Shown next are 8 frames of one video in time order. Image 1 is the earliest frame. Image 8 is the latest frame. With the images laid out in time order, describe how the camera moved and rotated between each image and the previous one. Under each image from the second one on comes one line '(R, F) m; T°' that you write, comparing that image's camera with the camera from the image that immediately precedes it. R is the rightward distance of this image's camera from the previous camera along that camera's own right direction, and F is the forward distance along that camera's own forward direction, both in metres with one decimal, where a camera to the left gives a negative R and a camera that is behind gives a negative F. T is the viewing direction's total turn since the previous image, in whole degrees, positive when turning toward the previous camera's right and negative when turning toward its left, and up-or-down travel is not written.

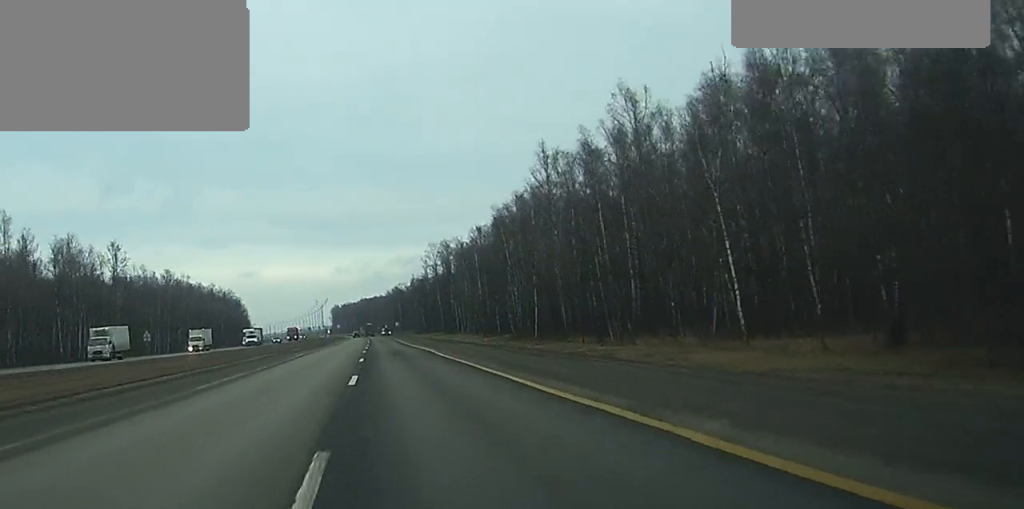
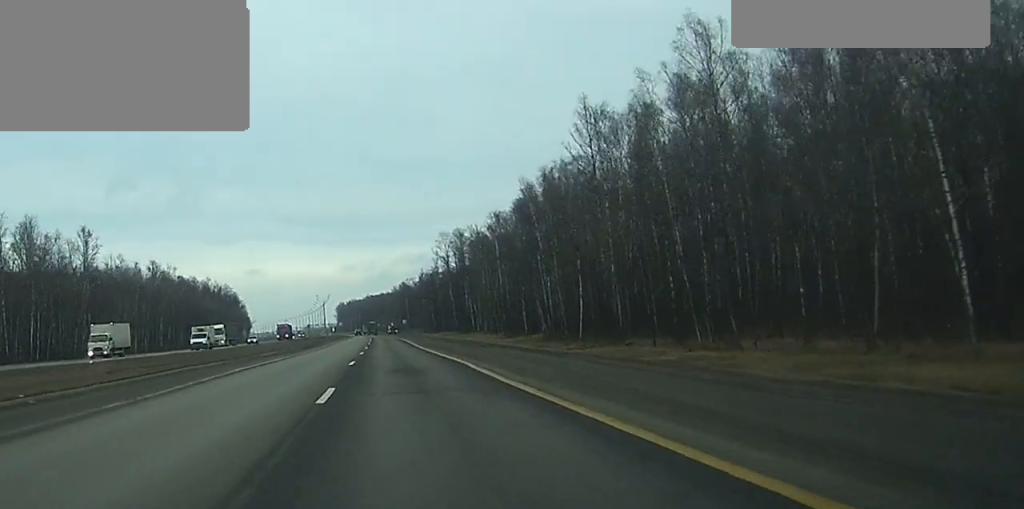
(0.0, +22.0) m; 0°
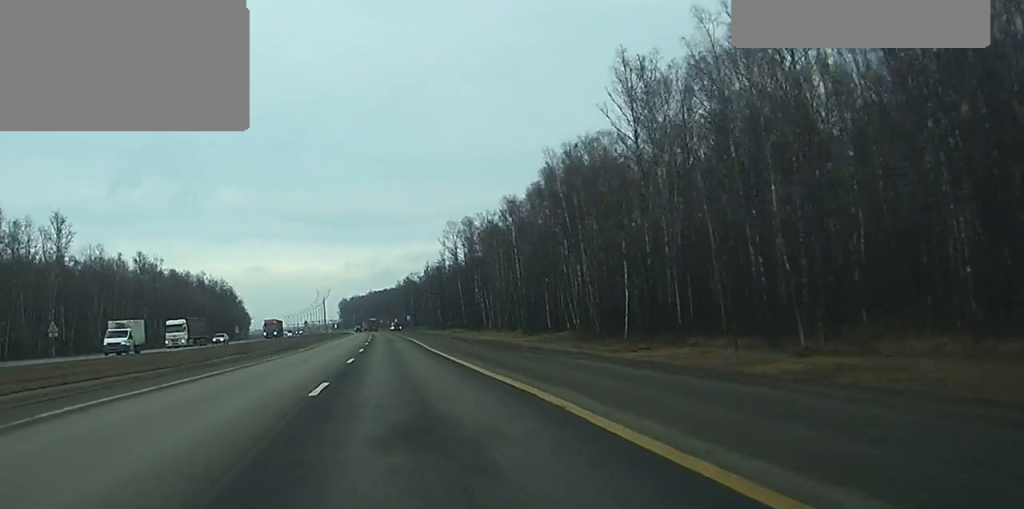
(-0.1, +15.1) m; 0°
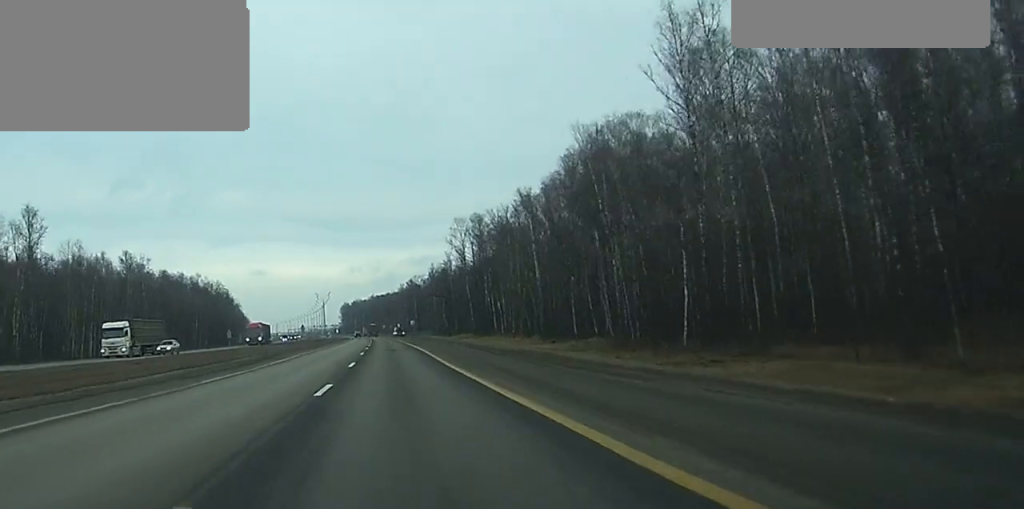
(0.0, +13.4) m; 0°
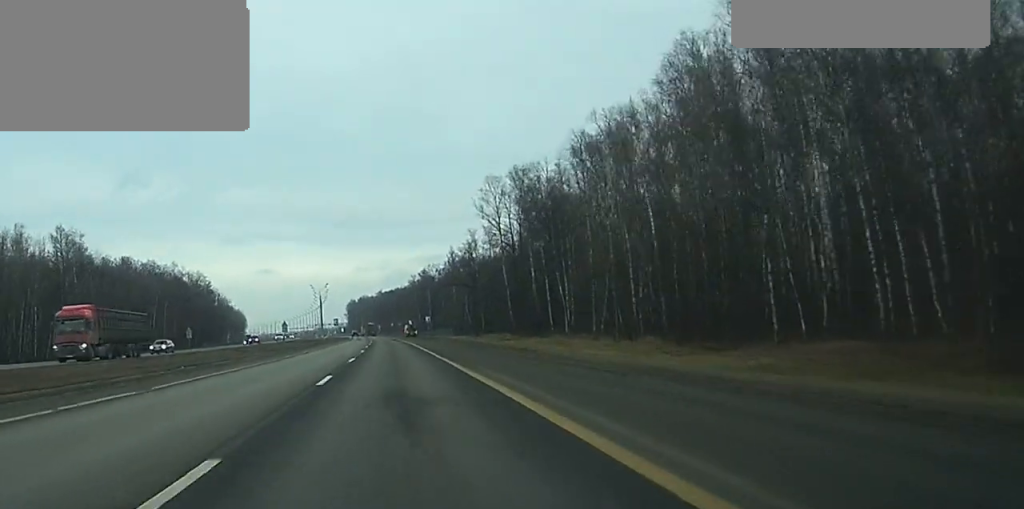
(-0.3, +46.1) m; -1°
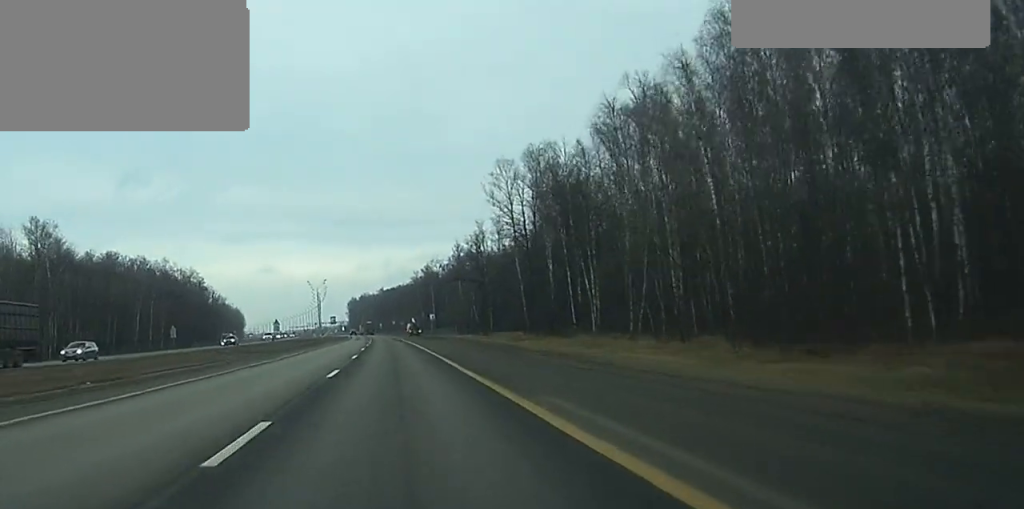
(0.0, +12.2) m; 0°
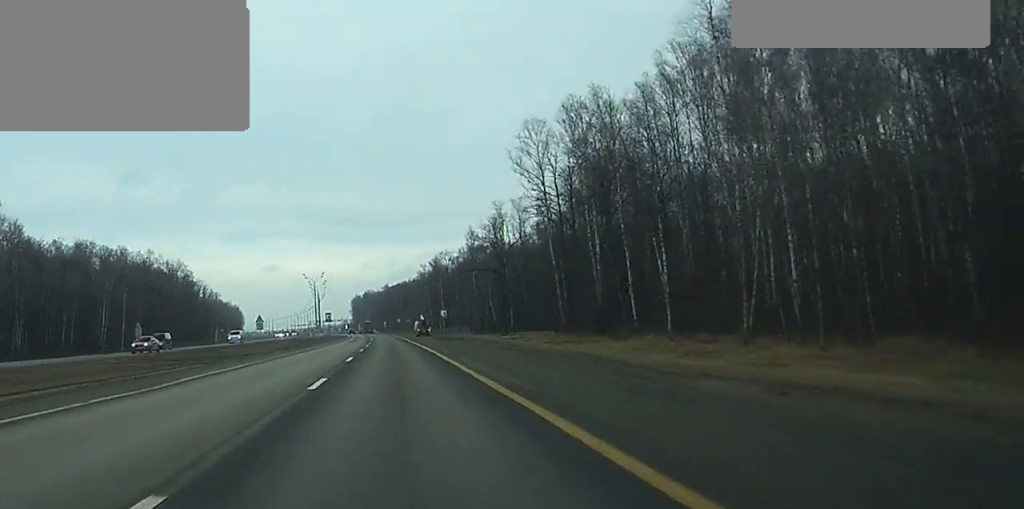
(0.0, +21.7) m; 0°
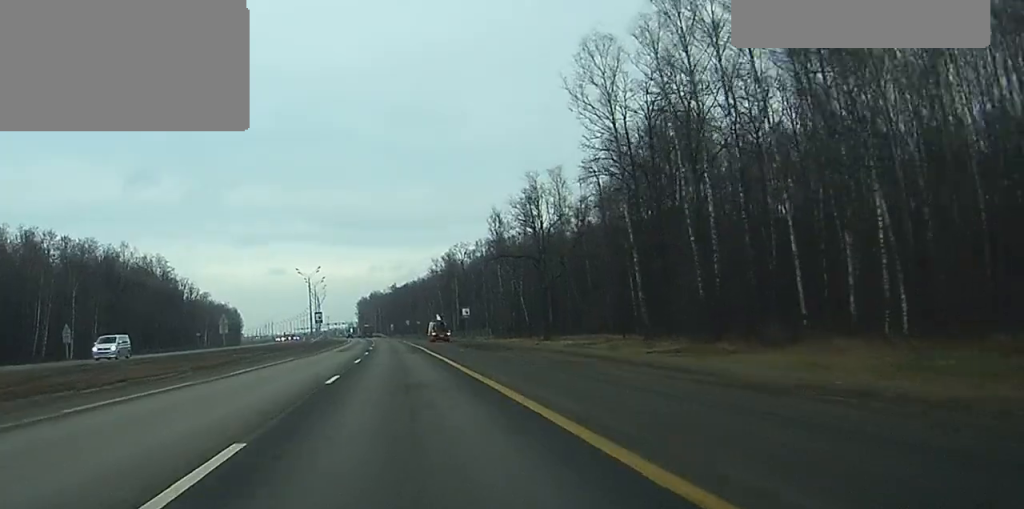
(-0.1, +28.8) m; -1°
